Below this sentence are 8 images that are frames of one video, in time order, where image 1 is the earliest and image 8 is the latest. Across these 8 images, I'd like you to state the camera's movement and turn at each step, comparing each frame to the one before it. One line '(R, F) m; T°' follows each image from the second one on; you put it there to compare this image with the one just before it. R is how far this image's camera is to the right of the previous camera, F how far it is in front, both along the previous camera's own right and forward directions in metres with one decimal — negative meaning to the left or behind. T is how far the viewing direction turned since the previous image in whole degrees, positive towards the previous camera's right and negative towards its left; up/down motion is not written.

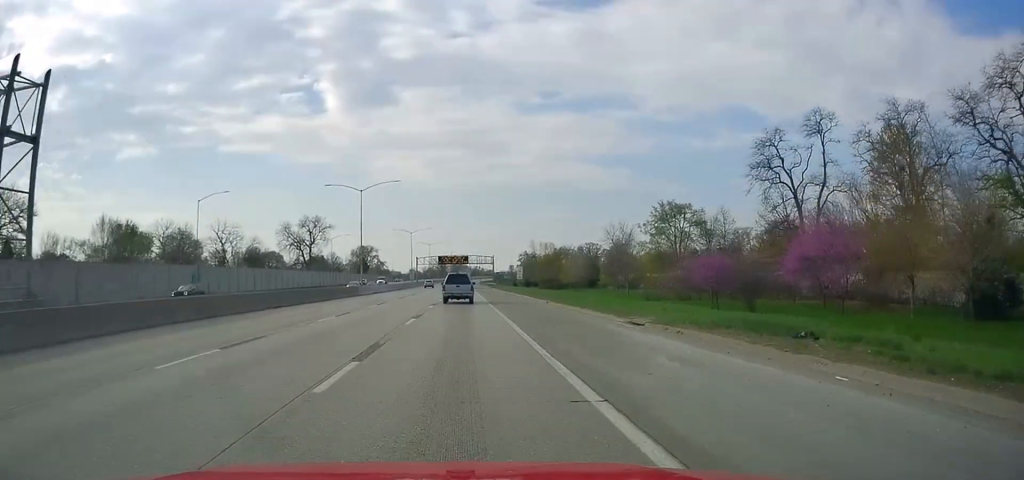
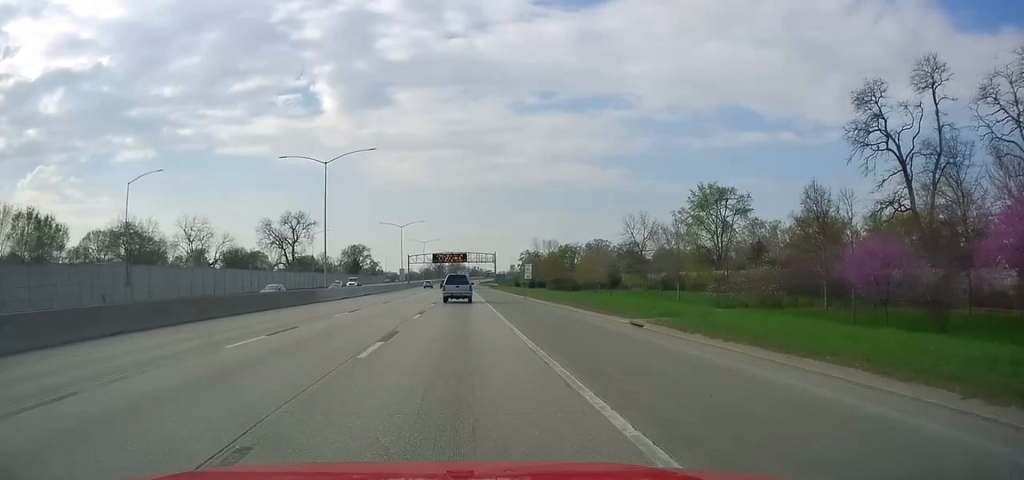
(0.0, +21.1) m; 0°
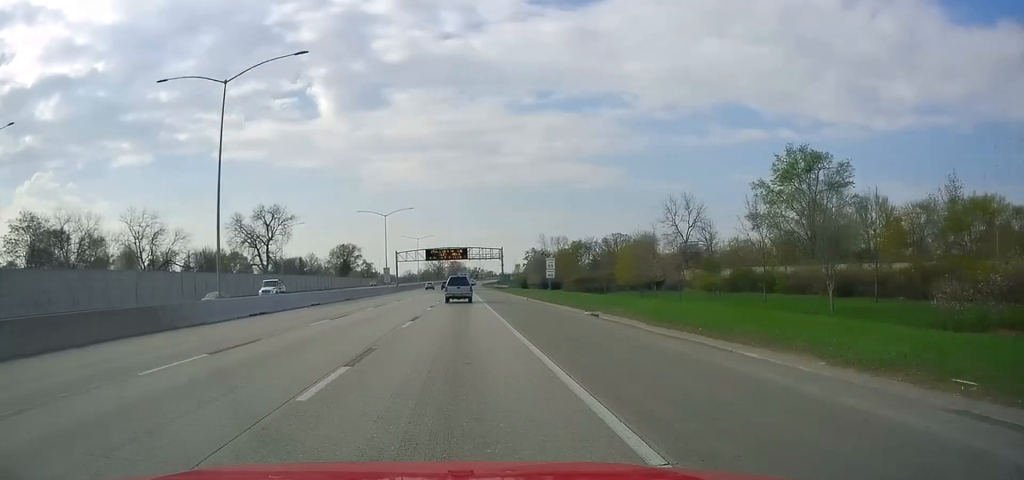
(0.0, +28.3) m; 0°
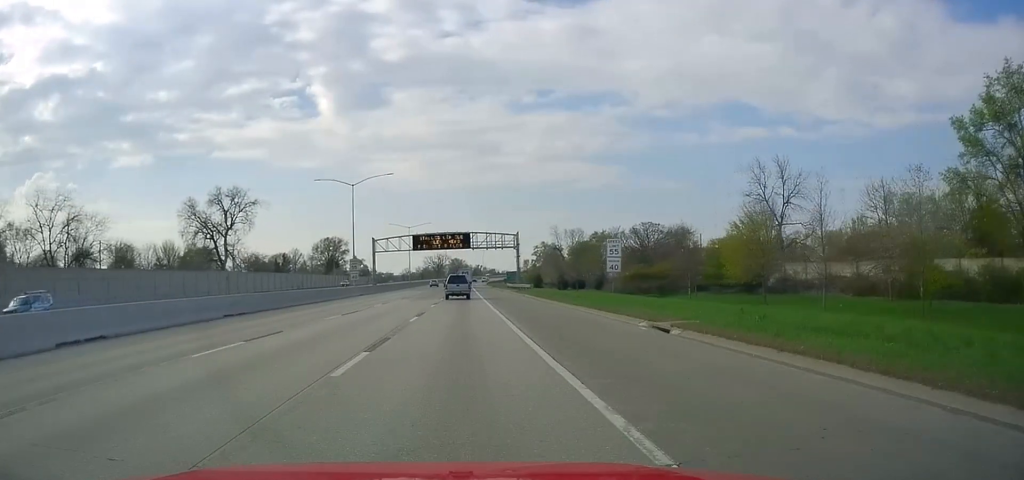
(0.0, +34.6) m; 0°
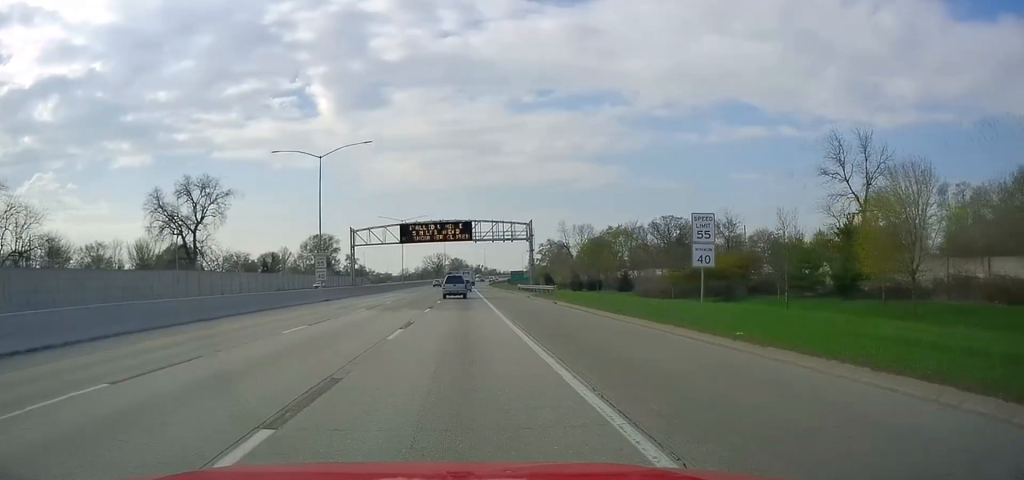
(0.0, +18.9) m; 0°
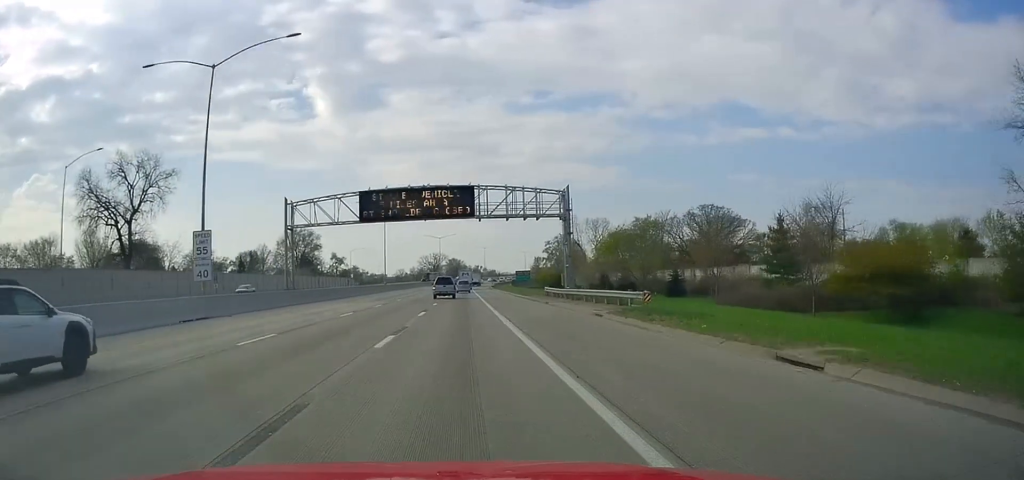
(0.0, +28.2) m; +1°
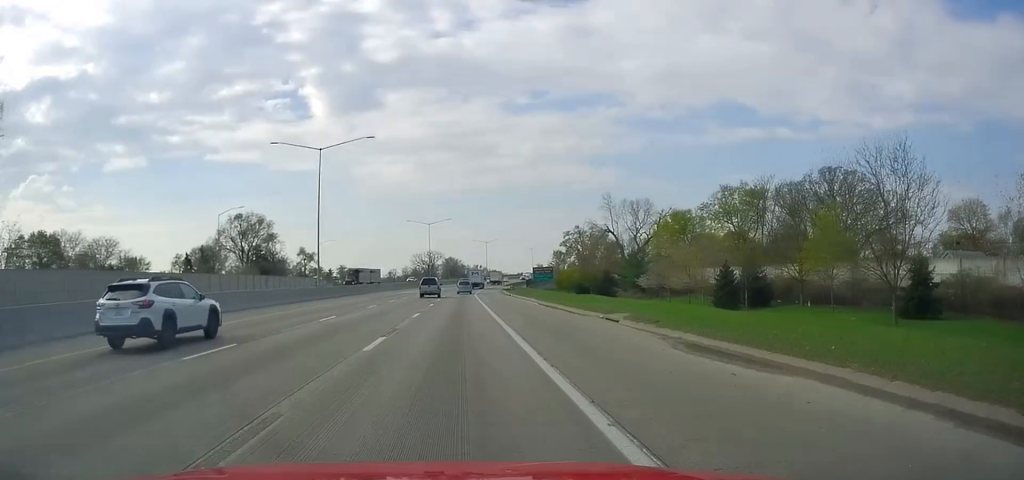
(+1.0, +49.5) m; +1°
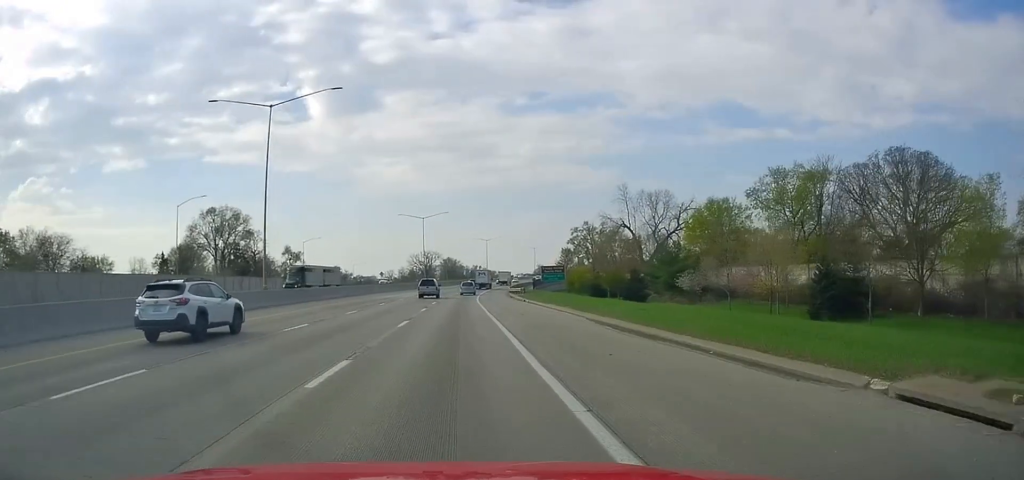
(-0.4, +16.6) m; -1°
